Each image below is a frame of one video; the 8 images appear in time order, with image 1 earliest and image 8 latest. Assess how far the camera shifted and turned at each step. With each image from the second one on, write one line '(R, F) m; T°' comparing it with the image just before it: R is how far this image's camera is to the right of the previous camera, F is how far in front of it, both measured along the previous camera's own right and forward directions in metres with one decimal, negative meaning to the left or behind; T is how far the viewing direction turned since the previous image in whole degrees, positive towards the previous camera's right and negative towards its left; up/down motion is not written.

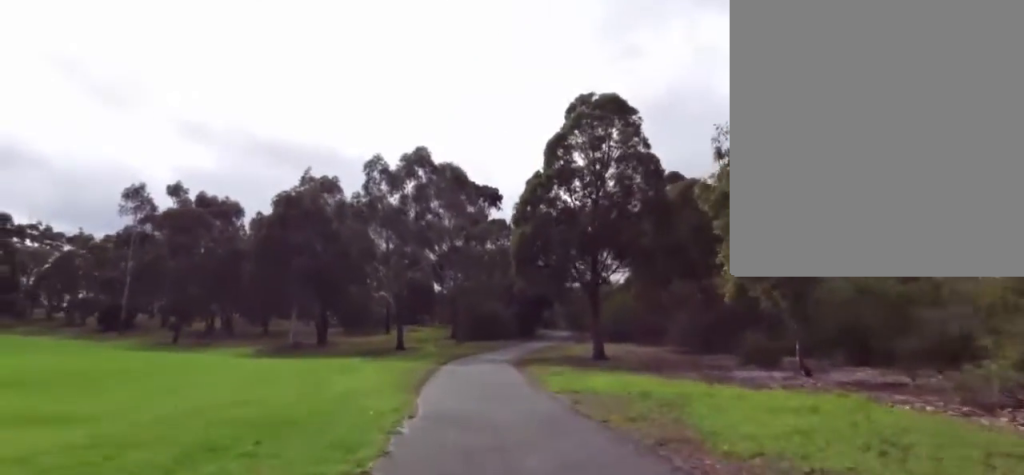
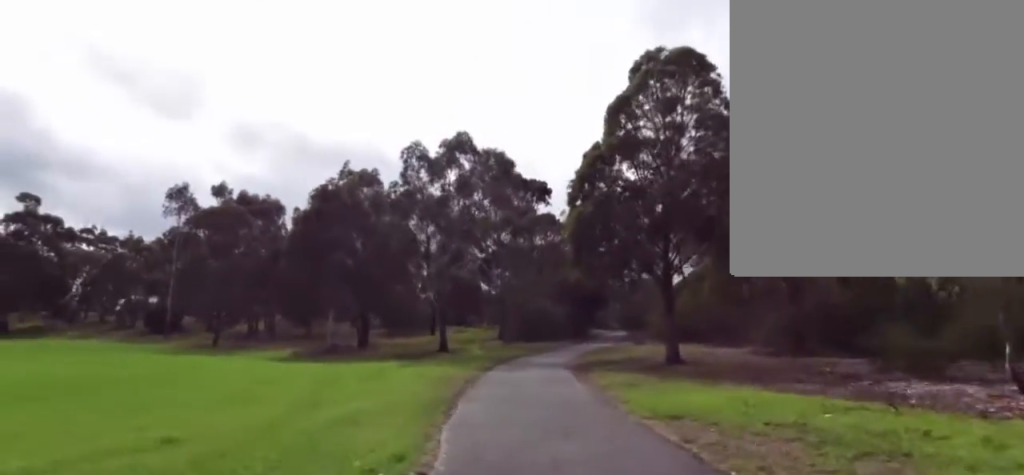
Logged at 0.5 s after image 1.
(-0.3, +3.5) m; +1°
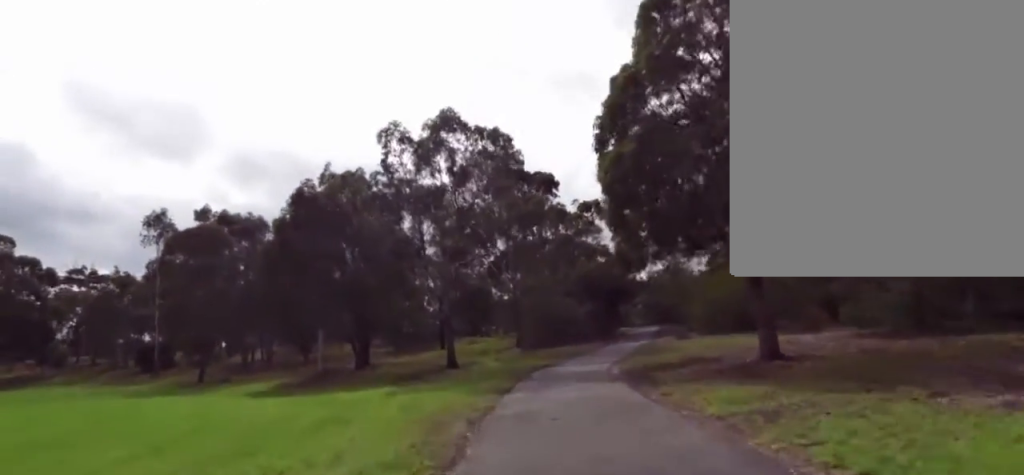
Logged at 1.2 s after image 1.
(+0.5, +5.4) m; +5°
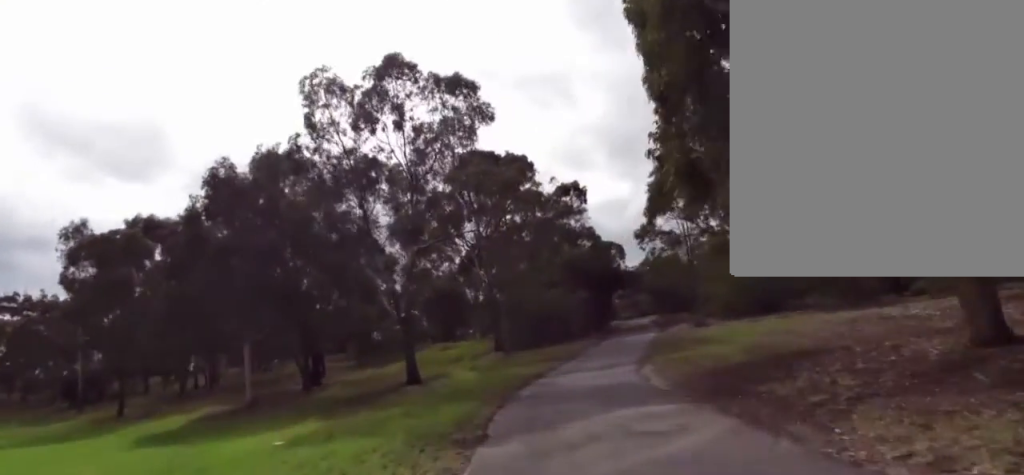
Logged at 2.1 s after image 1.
(+0.2, +6.3) m; +2°
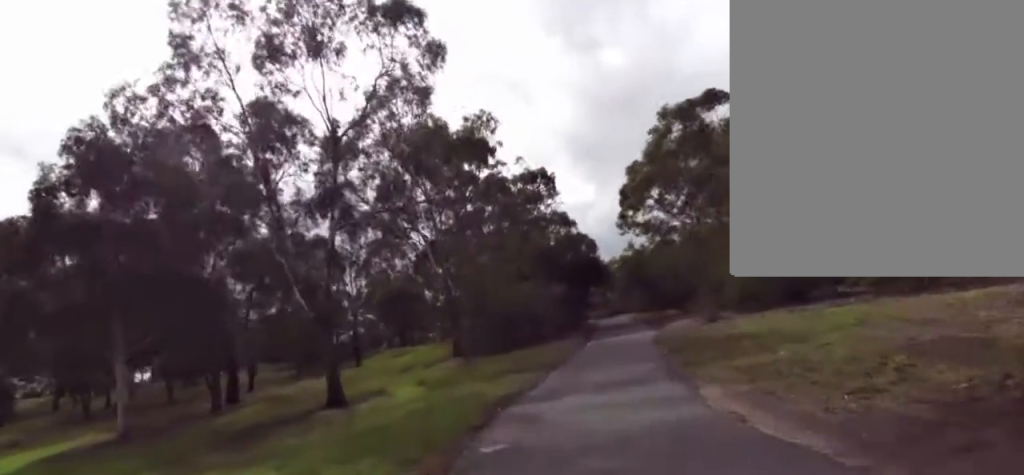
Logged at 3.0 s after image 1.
(0.0, +5.8) m; -1°
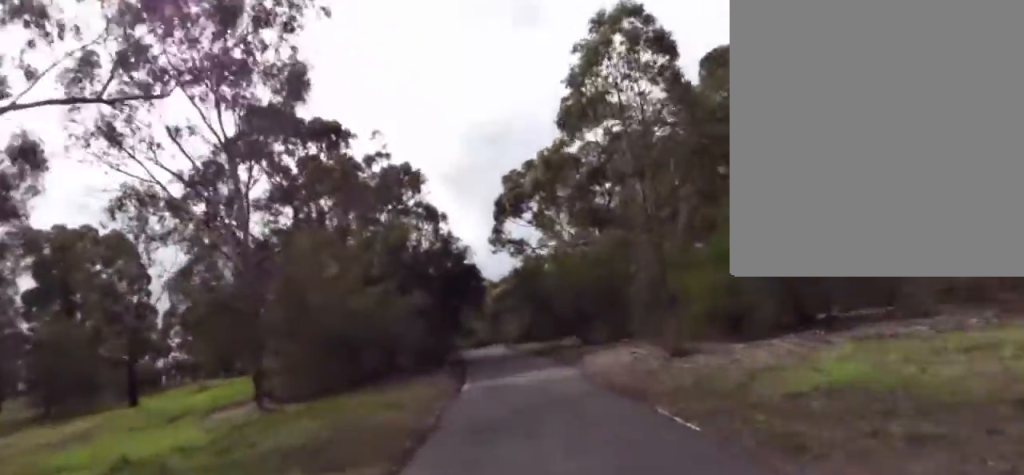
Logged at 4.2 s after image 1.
(-0.3, +8.3) m; +1°
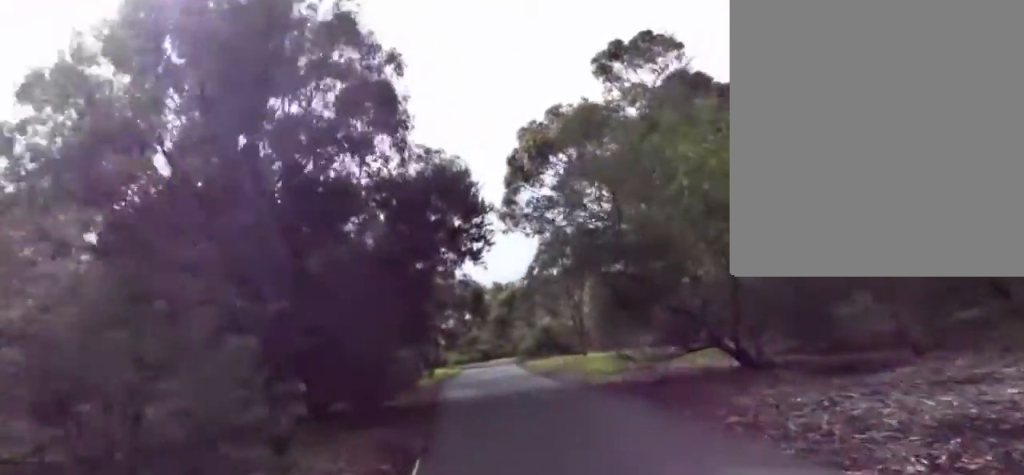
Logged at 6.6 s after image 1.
(+1.8, +13.6) m; +11°
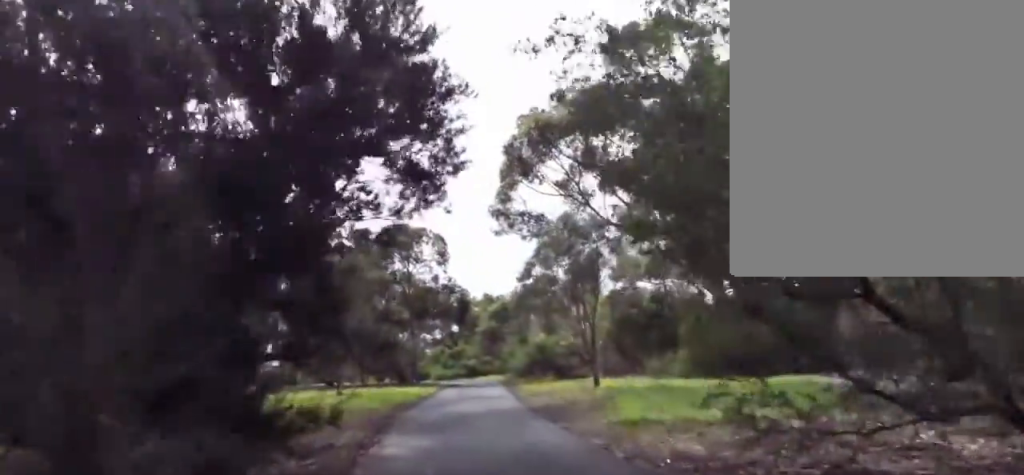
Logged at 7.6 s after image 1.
(0.0, +5.0) m; -2°
